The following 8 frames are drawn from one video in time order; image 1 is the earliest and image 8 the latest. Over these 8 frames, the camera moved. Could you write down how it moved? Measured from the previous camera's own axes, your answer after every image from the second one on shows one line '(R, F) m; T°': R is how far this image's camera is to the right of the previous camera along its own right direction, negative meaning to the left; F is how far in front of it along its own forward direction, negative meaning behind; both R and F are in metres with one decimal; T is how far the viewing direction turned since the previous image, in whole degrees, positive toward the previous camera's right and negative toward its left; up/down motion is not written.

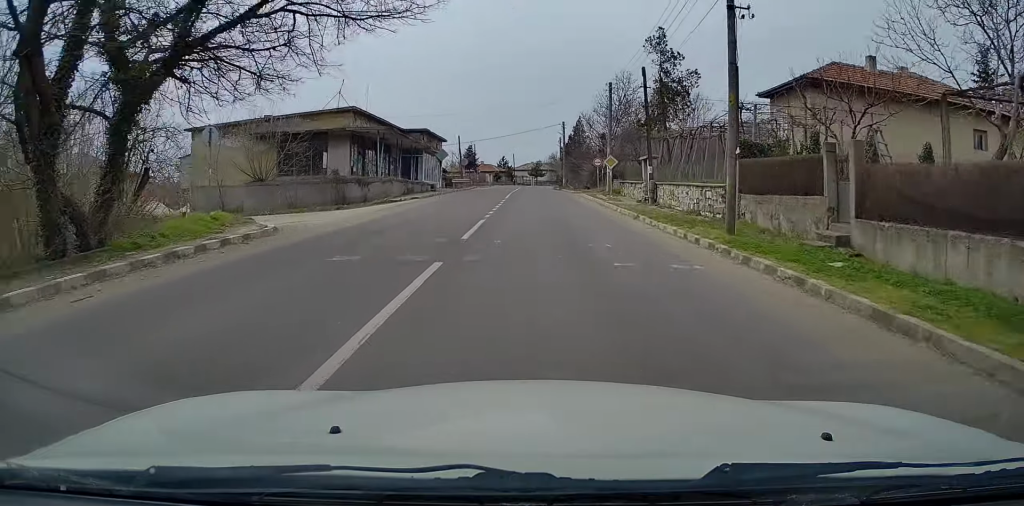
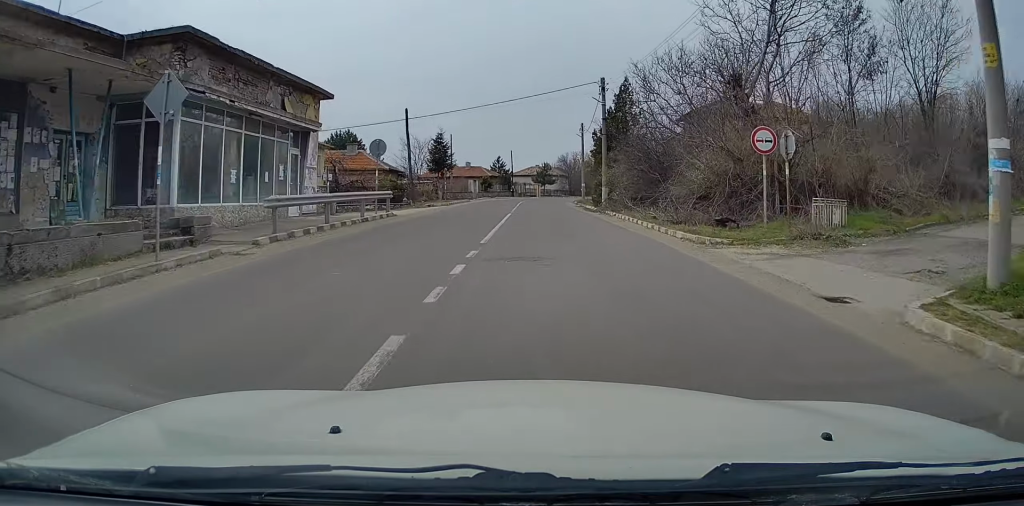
(-0.2, +37.4) m; +1°
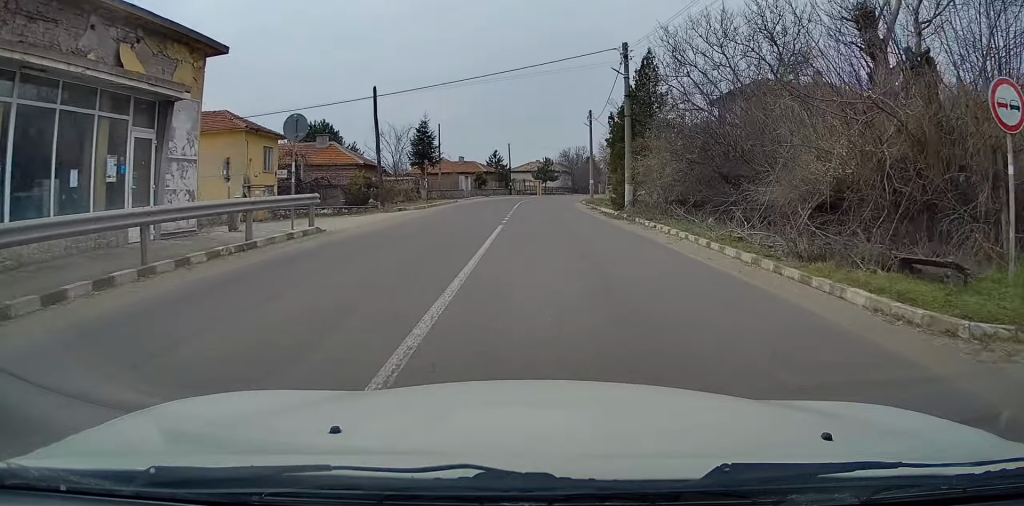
(+0.2, +9.2) m; 0°
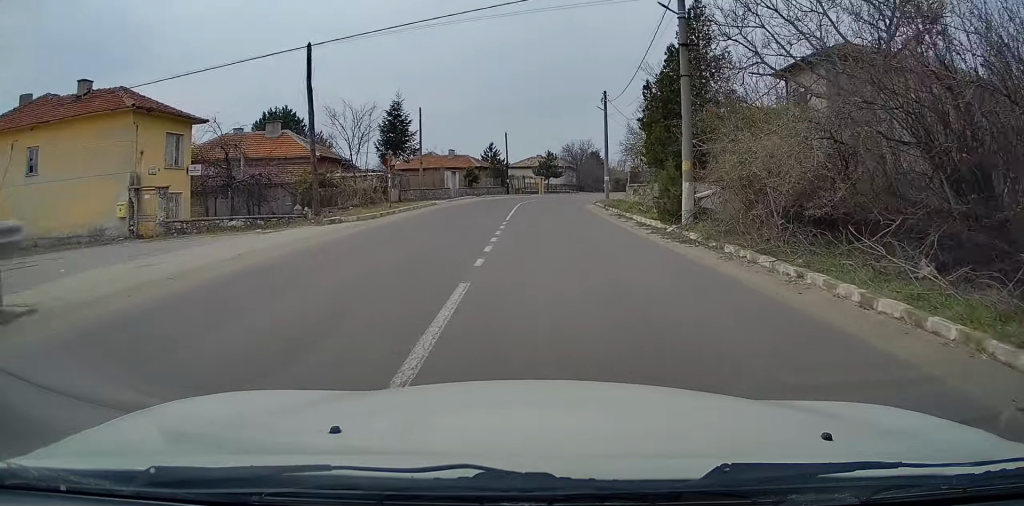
(-0.2, +11.1) m; -2°
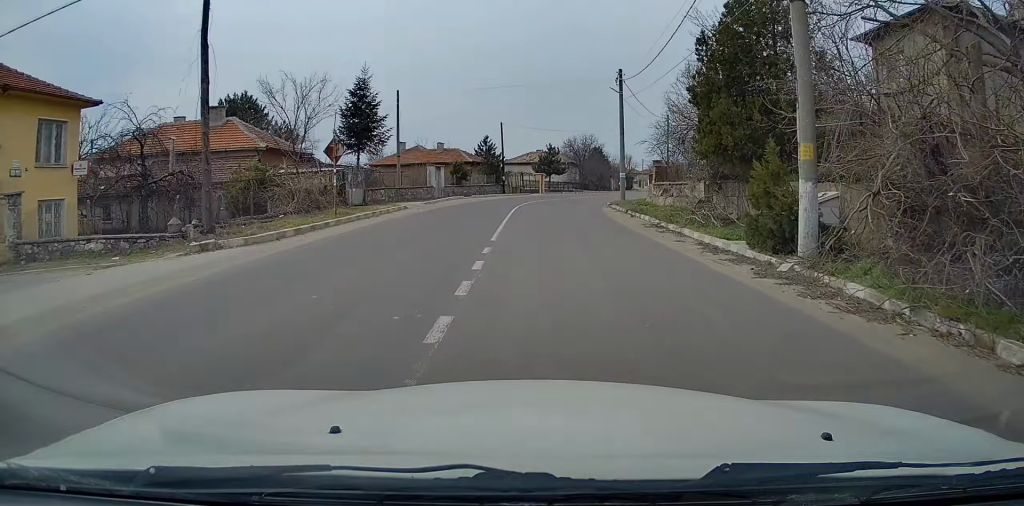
(-0.1, +8.6) m; 0°
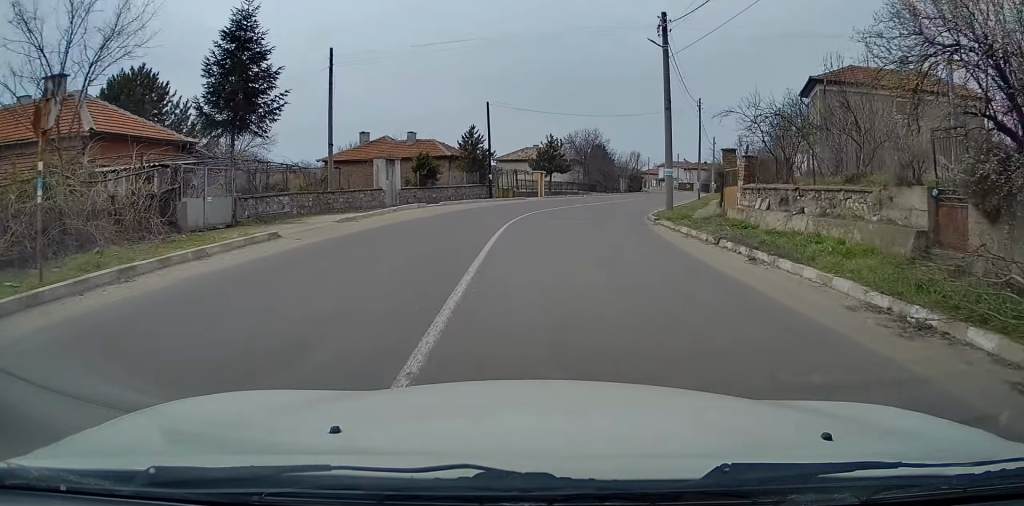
(0.0, +14.0) m; +2°
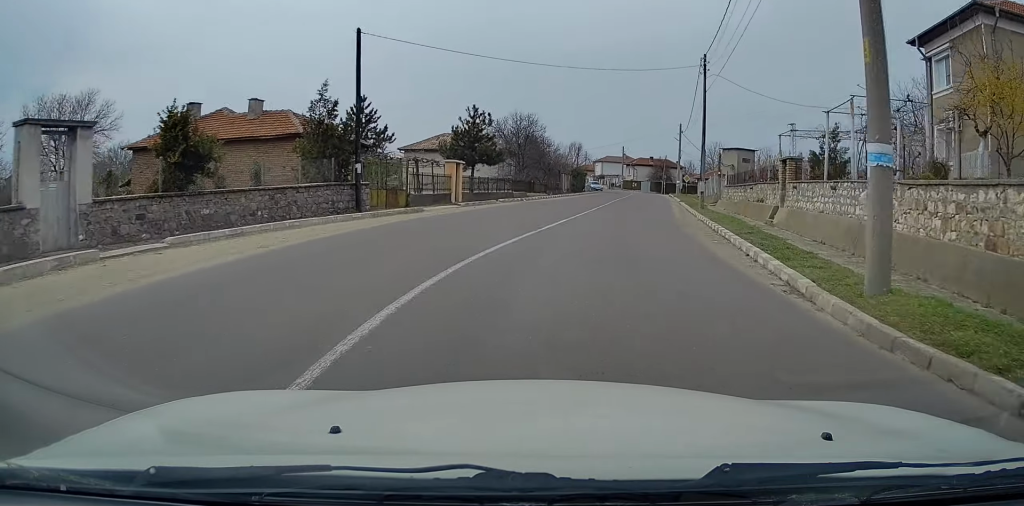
(+0.8, +18.4) m; +6°
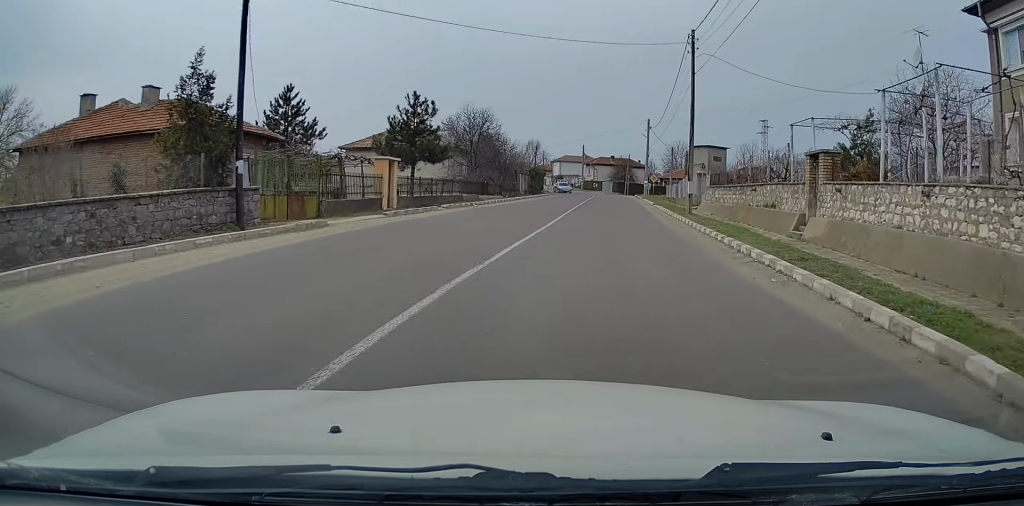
(+0.1, +5.9) m; +3°
